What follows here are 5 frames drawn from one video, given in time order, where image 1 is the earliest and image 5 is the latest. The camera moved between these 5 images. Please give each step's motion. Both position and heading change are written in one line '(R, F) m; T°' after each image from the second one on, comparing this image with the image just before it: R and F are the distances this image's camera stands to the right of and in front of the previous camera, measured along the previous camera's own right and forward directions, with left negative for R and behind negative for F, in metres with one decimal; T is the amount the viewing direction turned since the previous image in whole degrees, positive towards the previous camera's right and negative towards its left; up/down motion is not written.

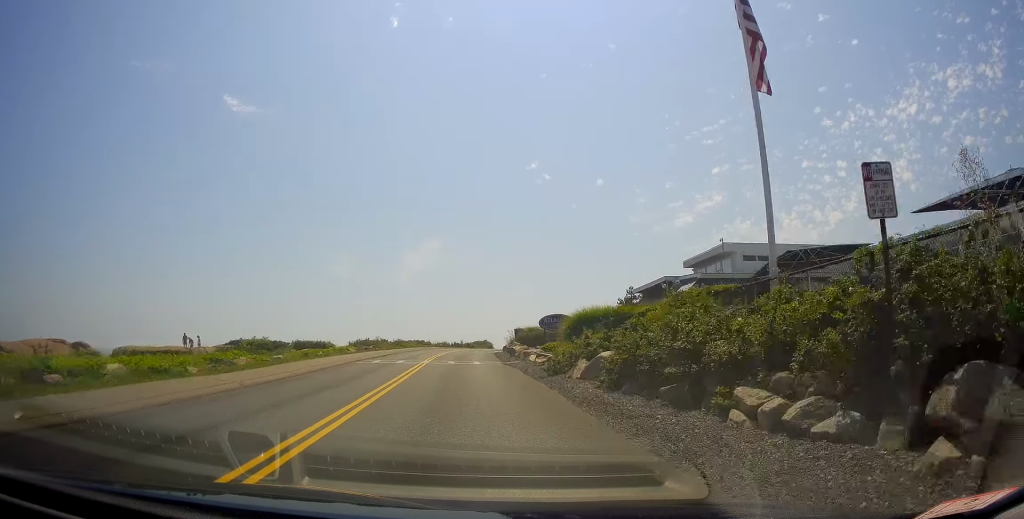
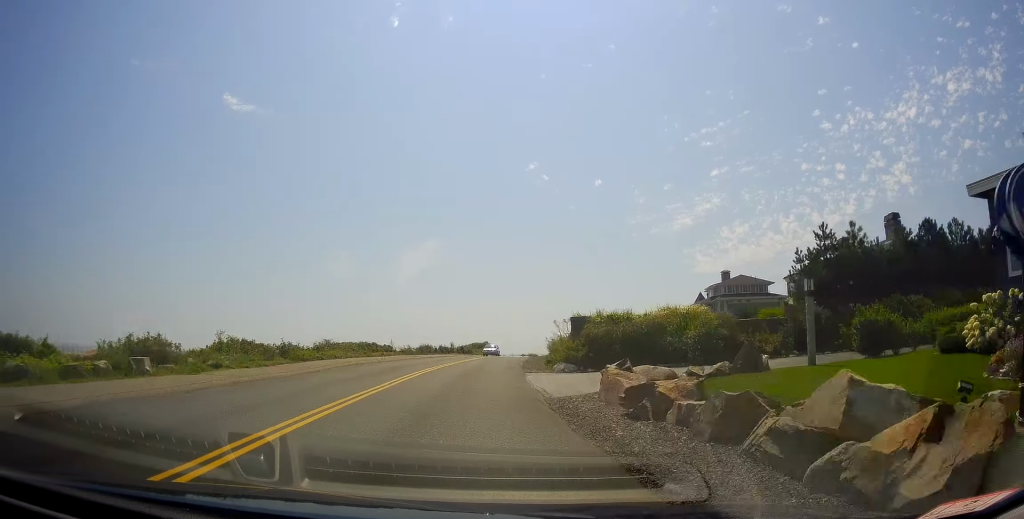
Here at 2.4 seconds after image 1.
(+0.1, +34.5) m; 0°
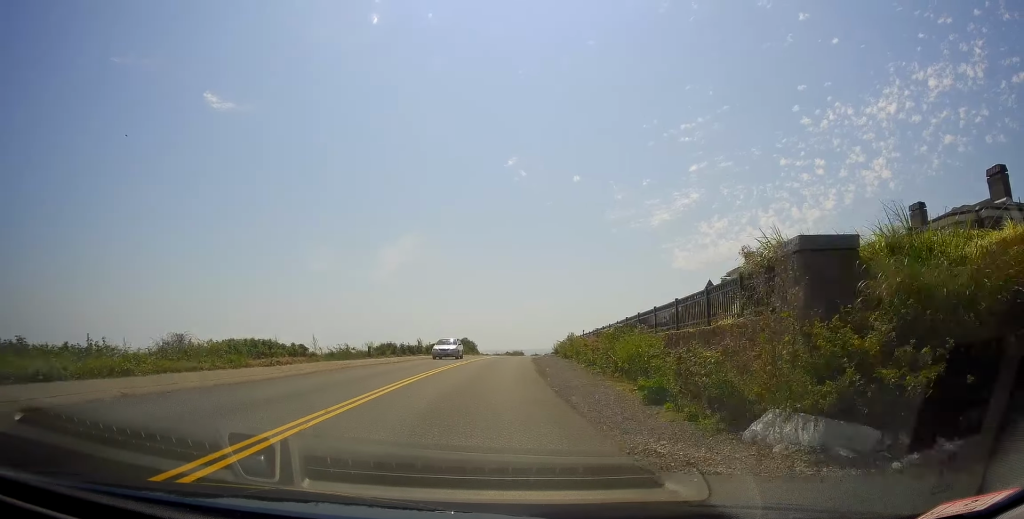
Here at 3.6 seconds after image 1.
(0.0, +17.8) m; +1°
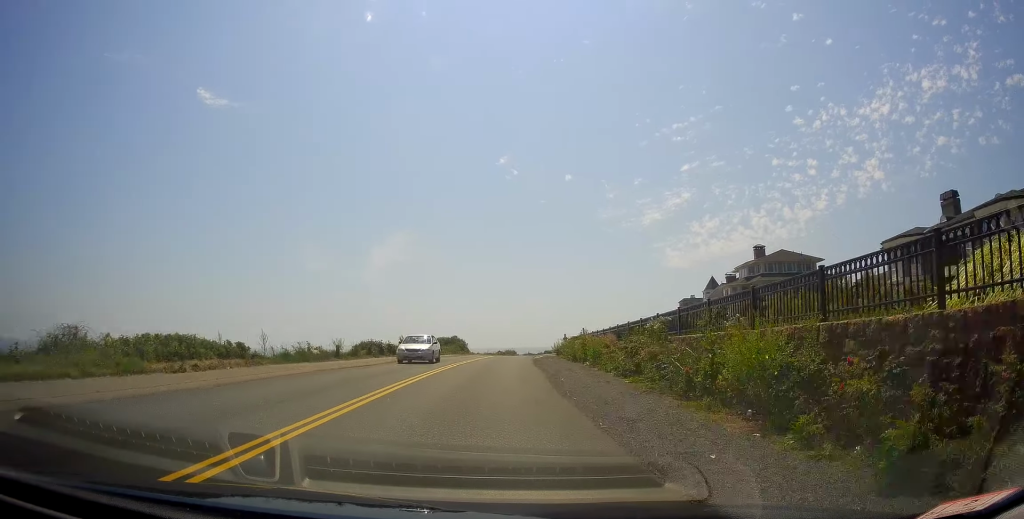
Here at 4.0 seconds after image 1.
(-0.1, +6.0) m; +1°
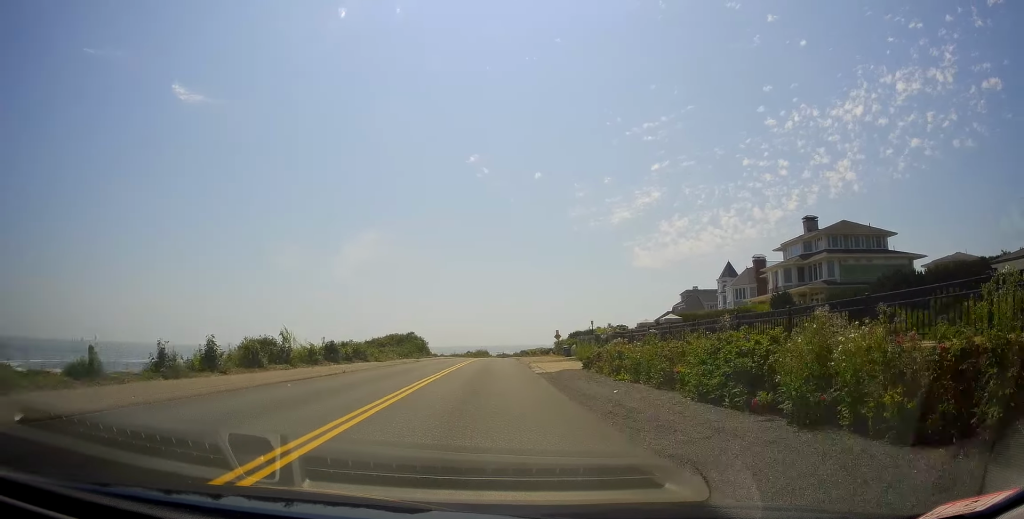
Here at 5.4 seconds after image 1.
(+0.6, +21.4) m; +2°
